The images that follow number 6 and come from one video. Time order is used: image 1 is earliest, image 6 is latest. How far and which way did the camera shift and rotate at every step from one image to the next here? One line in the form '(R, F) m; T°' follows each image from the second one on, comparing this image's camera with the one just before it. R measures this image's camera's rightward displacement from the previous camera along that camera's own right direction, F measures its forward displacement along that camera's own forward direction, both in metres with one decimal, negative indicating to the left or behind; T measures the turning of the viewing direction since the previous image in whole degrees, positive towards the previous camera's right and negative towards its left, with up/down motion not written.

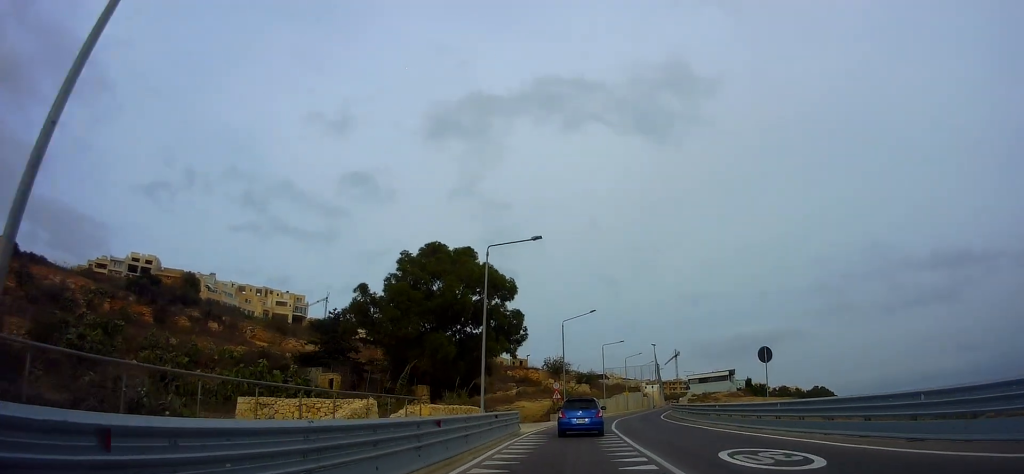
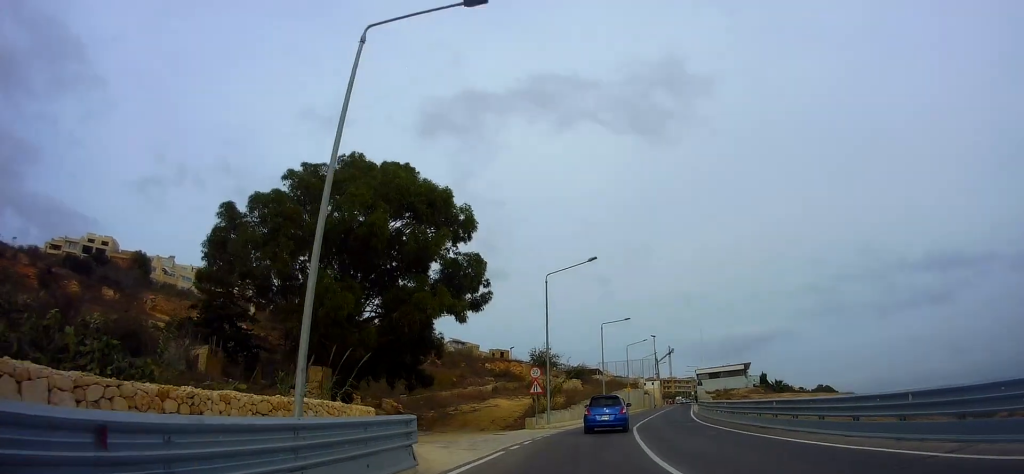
(-1.1, +15.9) m; -4°
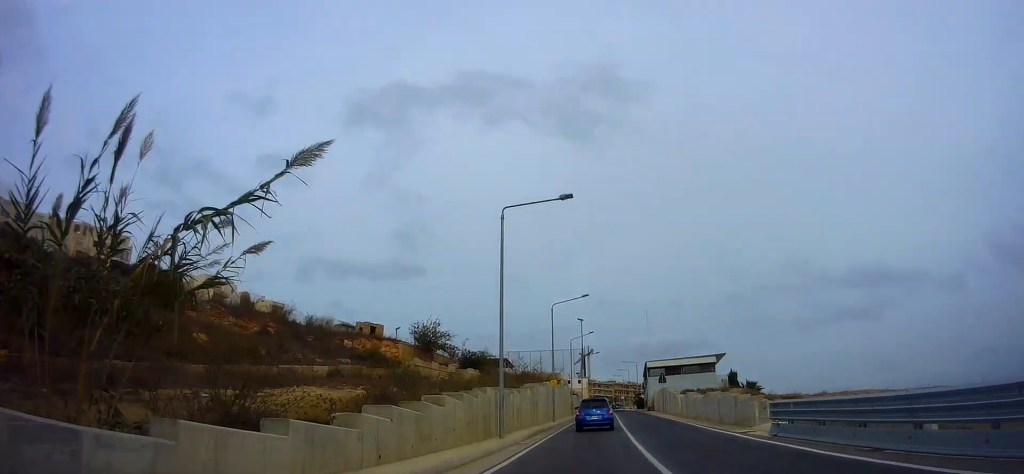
(+1.6, +28.5) m; +7°
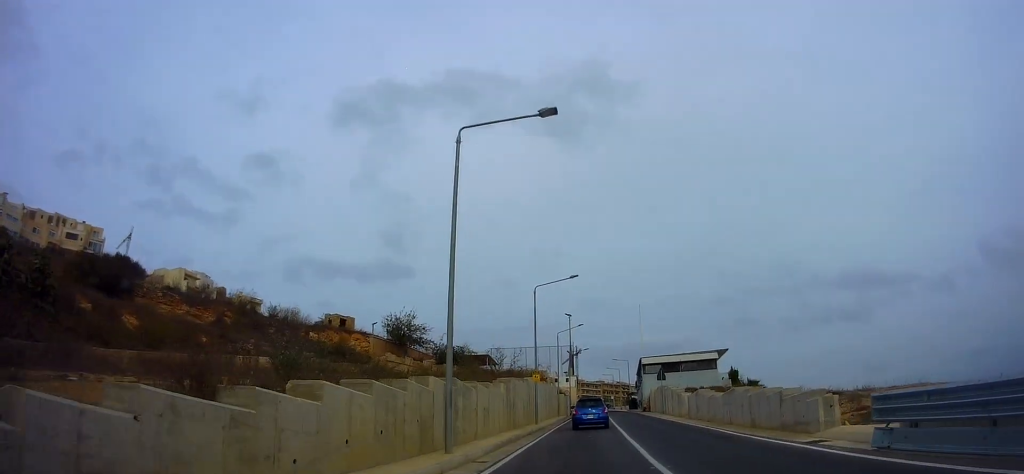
(+0.2, +6.1) m; +1°
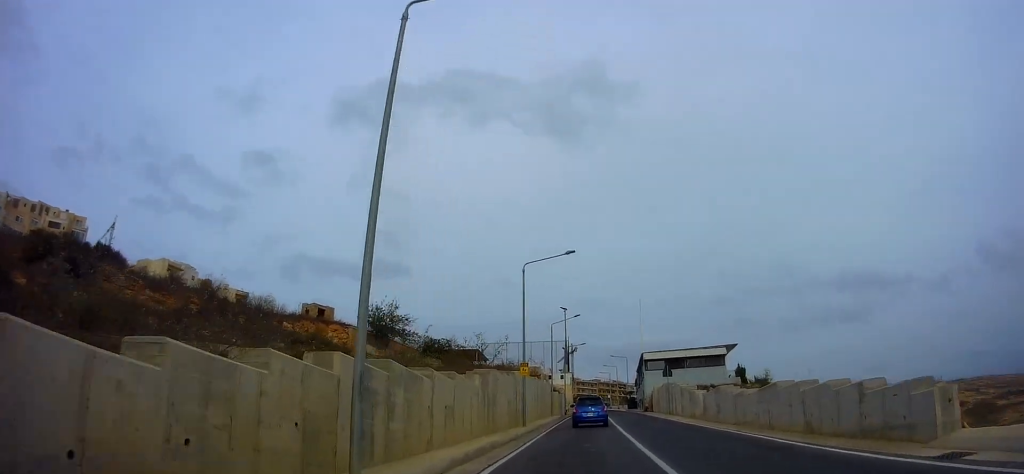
(0.0, +5.0) m; +2°
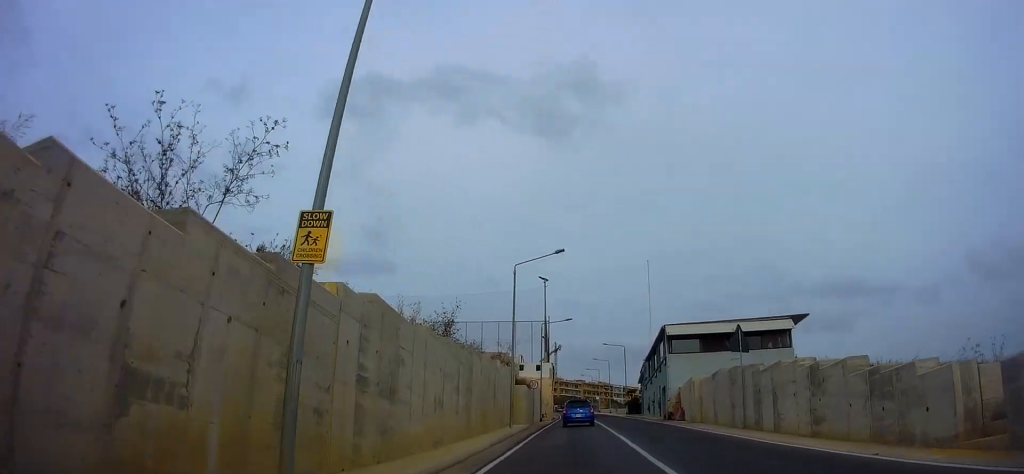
(+1.8, +20.4) m; +4°
